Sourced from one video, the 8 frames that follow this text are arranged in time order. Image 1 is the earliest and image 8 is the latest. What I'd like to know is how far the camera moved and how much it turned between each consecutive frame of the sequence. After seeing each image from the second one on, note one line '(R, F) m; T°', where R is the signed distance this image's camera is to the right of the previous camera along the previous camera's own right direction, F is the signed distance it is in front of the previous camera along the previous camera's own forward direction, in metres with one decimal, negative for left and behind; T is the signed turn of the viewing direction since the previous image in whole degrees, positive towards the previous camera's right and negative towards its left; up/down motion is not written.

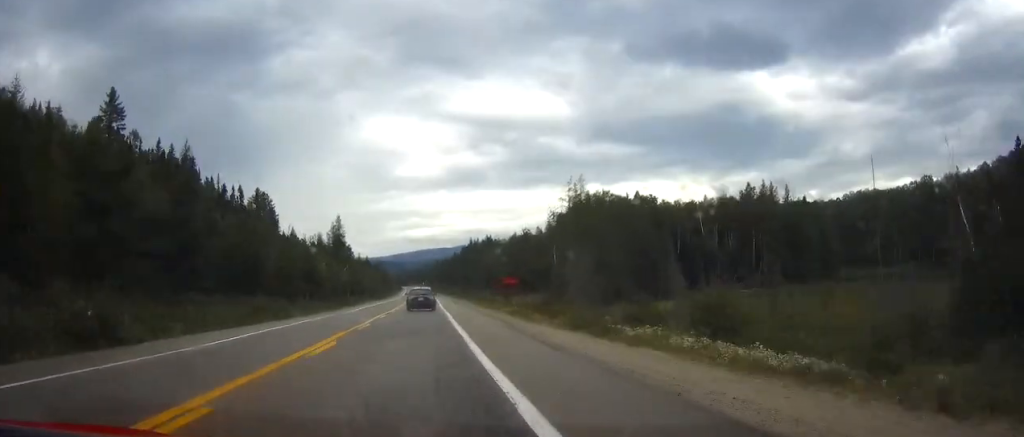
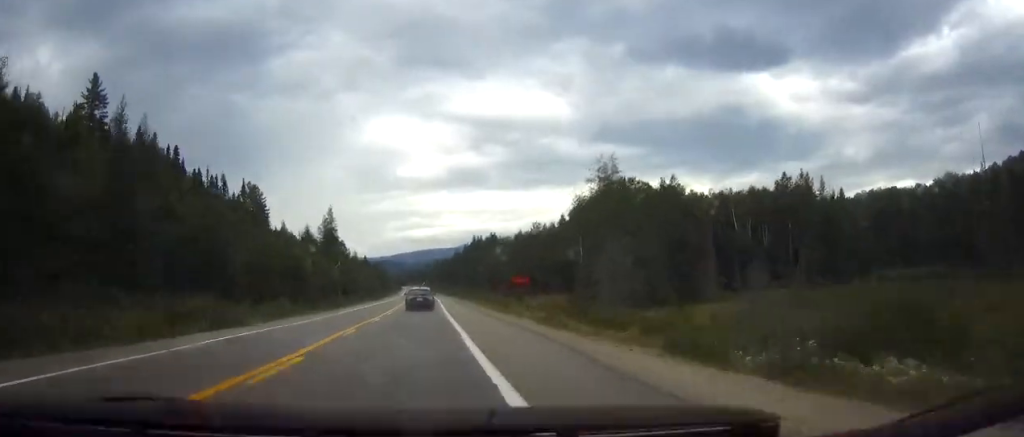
(0.0, +12.9) m; 0°
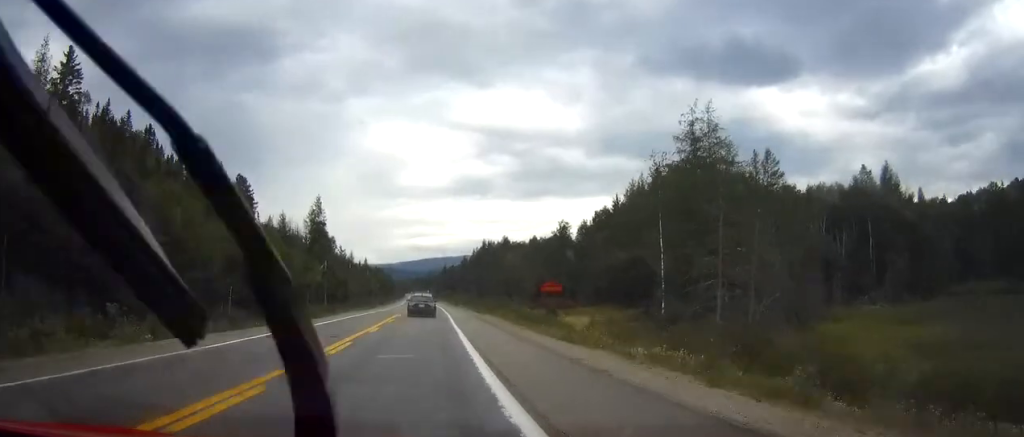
(0.0, +20.9) m; 0°
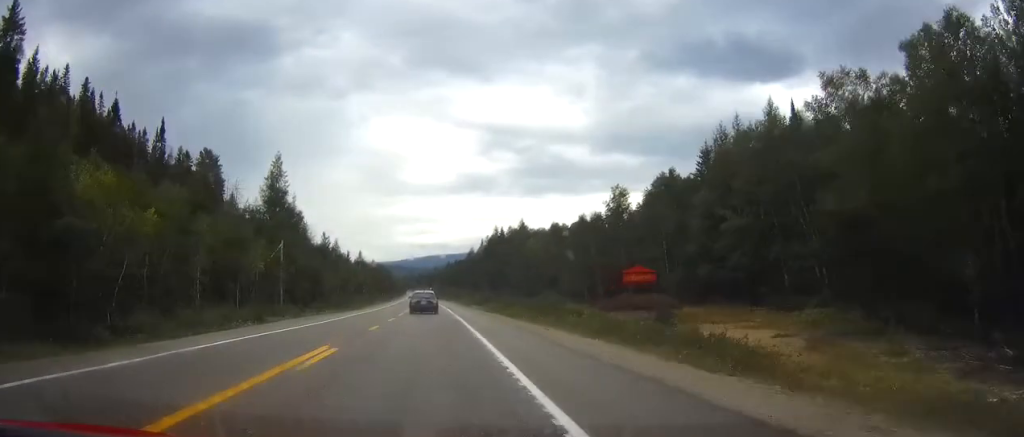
(-0.1, +31.0) m; -1°
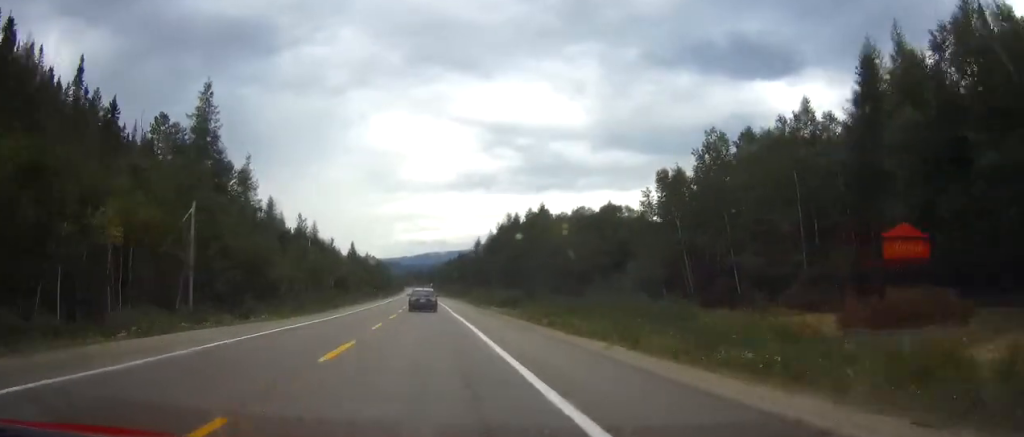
(-0.1, +27.0) m; 0°
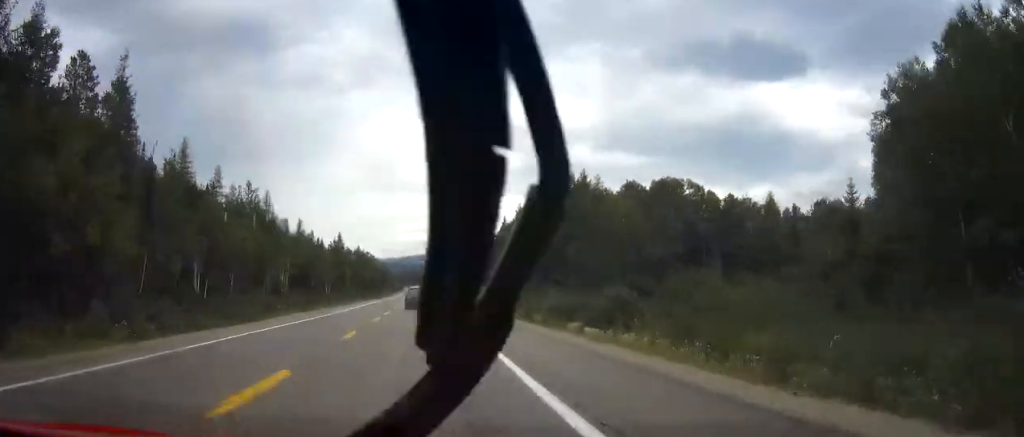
(-0.1, +34.0) m; 0°
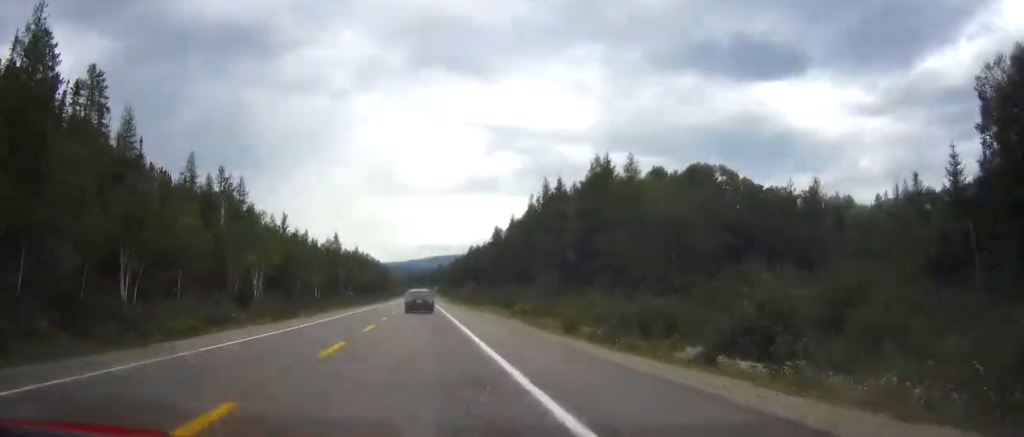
(0.0, +12.0) m; 0°
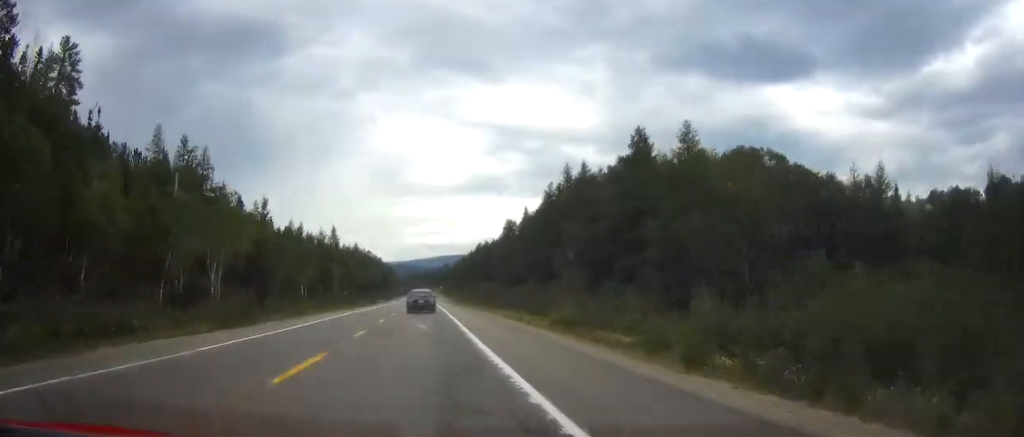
(0.0, +13.0) m; 0°
